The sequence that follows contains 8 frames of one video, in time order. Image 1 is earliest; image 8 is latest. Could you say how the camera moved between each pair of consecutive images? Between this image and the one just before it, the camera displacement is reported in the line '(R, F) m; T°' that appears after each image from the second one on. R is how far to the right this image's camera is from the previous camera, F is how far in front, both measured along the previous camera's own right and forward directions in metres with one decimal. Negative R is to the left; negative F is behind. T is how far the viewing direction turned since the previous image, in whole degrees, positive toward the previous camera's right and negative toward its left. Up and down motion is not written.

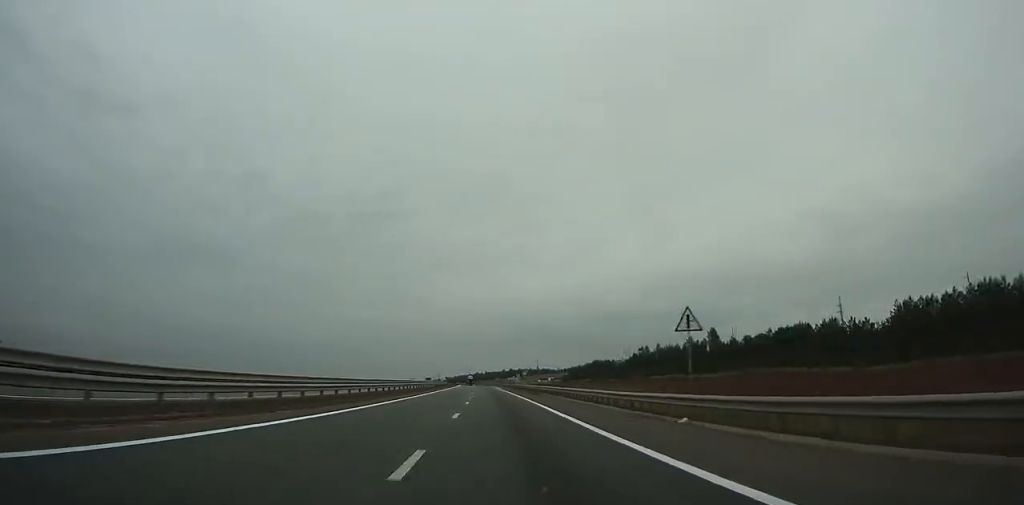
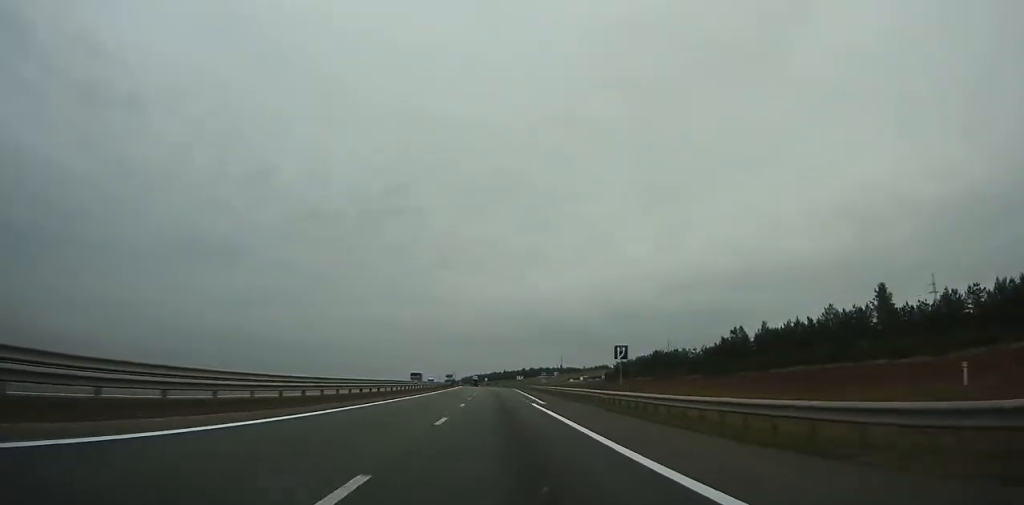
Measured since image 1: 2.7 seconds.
(-1.4, +77.0) m; -2°
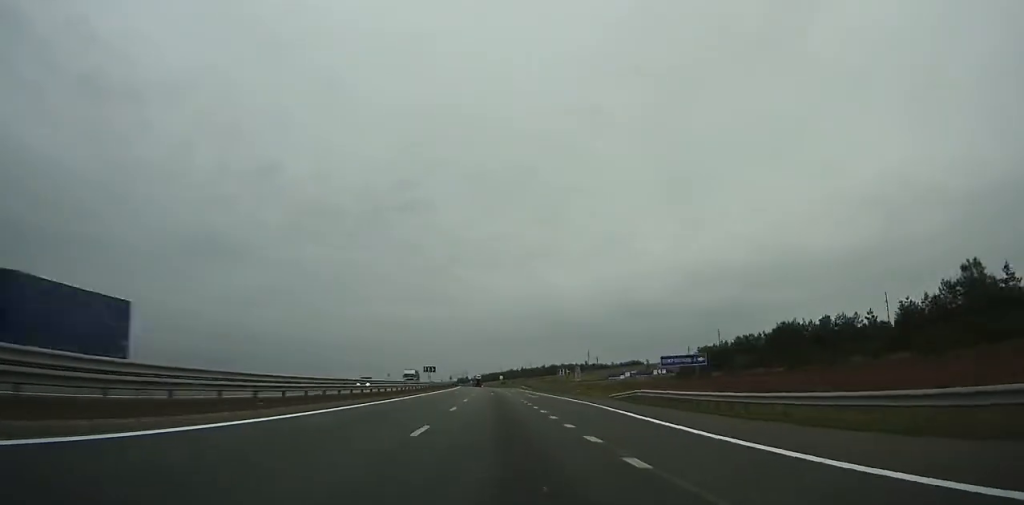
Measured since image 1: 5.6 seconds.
(-1.4, +80.5) m; -2°
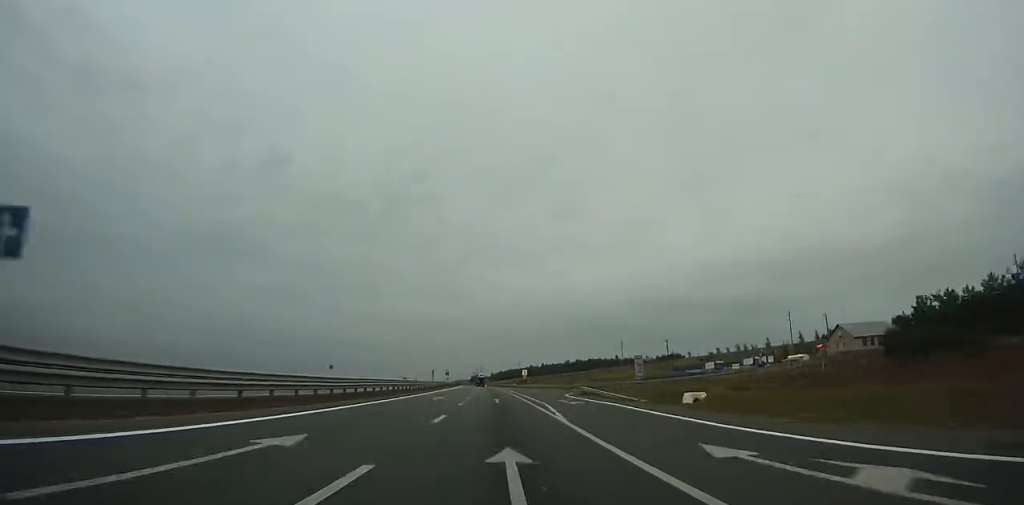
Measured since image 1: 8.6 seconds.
(-1.2, +81.1) m; -2°
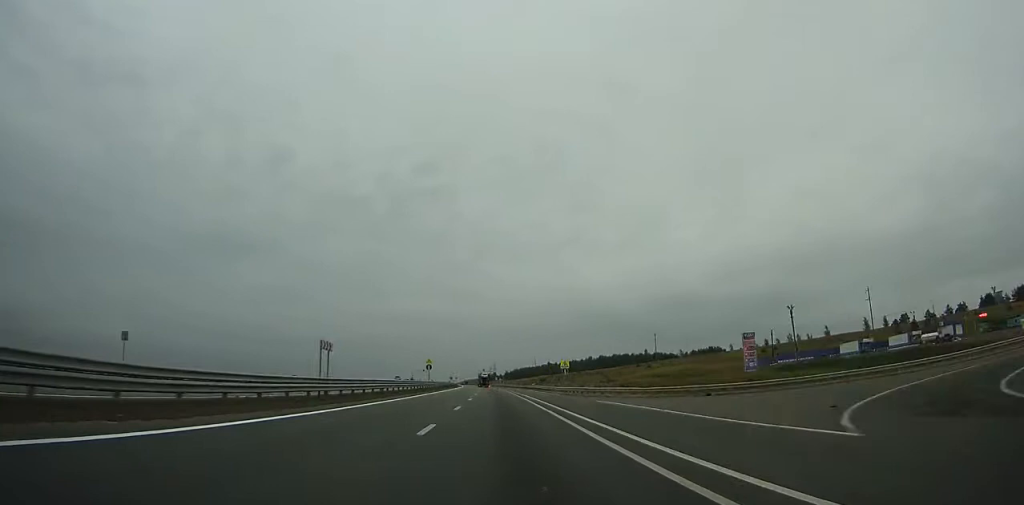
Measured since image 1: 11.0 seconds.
(-0.5, +64.1) m; -1°
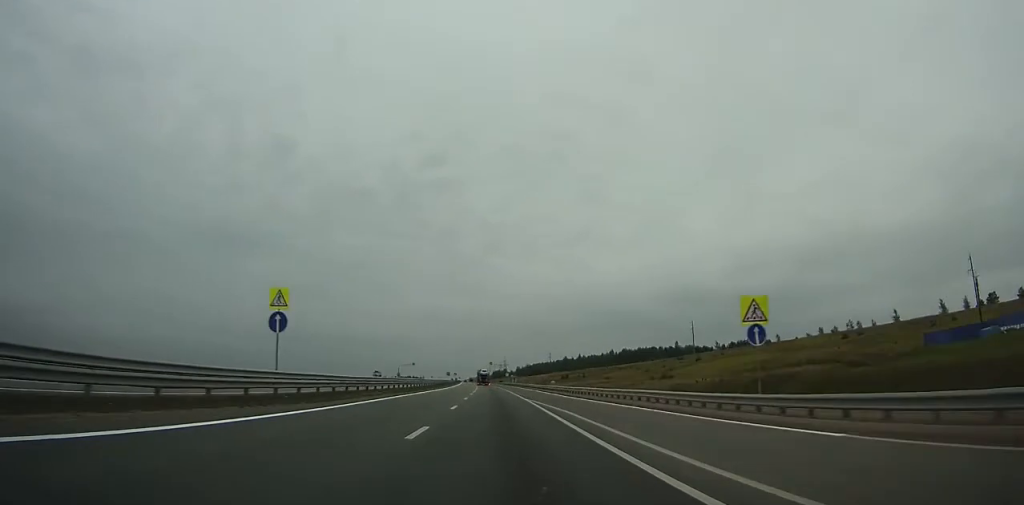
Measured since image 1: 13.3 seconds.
(-0.7, +60.9) m; -1°
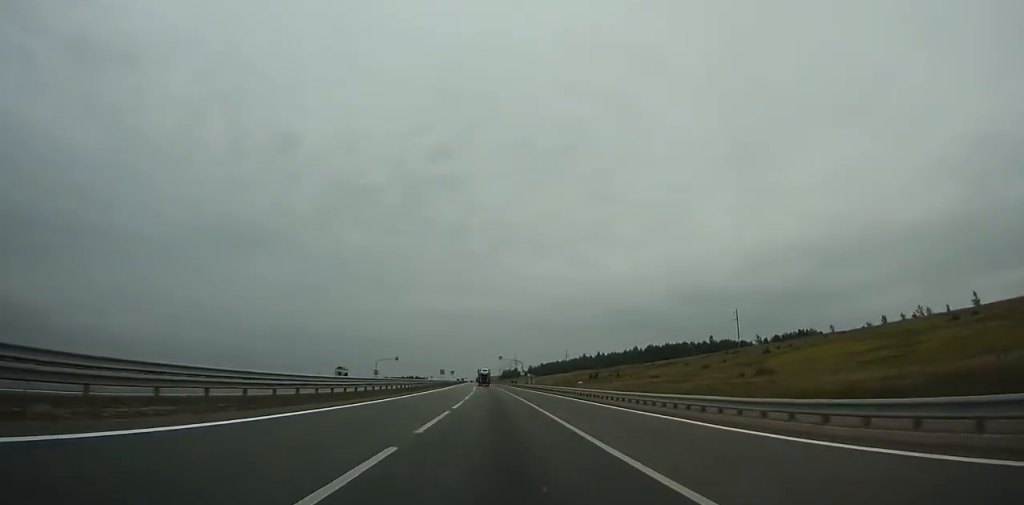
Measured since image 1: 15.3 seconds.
(-0.2, +53.0) m; -1°
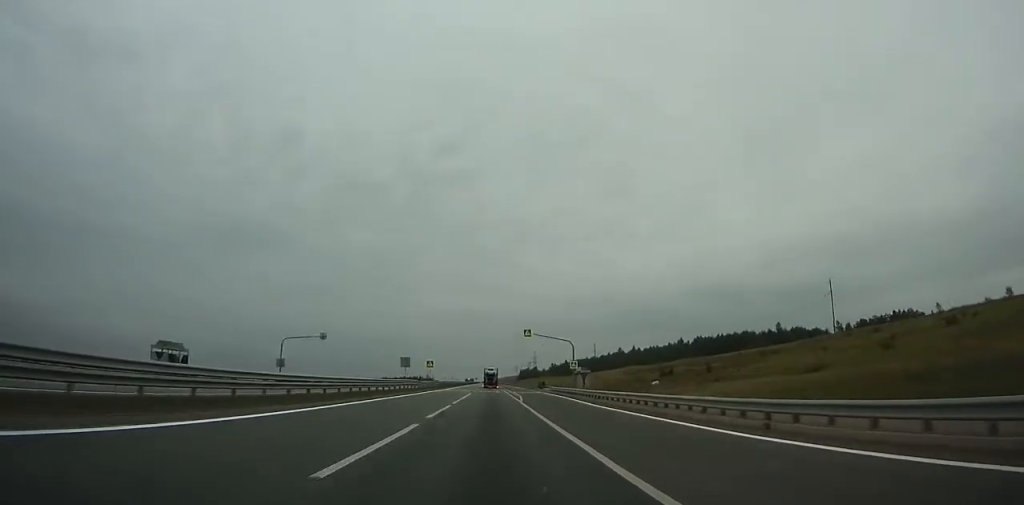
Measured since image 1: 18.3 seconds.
(-1.3, +79.7) m; -2°
